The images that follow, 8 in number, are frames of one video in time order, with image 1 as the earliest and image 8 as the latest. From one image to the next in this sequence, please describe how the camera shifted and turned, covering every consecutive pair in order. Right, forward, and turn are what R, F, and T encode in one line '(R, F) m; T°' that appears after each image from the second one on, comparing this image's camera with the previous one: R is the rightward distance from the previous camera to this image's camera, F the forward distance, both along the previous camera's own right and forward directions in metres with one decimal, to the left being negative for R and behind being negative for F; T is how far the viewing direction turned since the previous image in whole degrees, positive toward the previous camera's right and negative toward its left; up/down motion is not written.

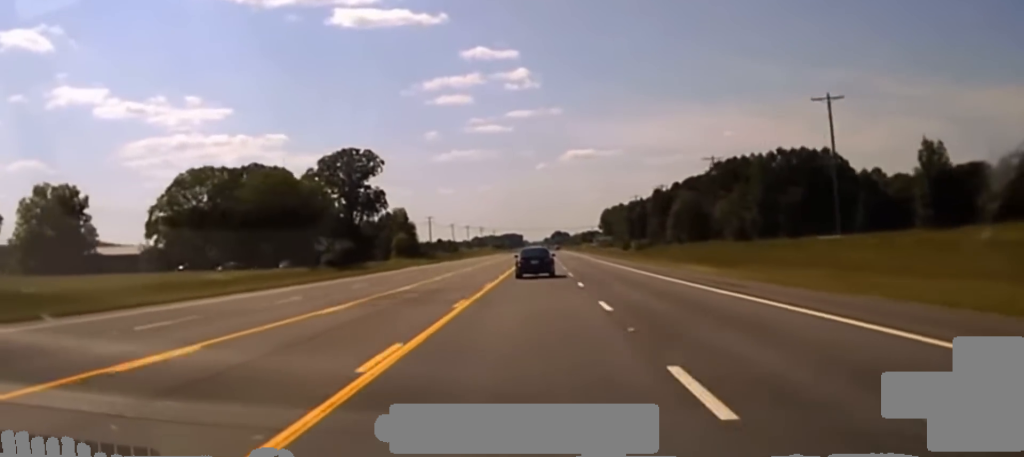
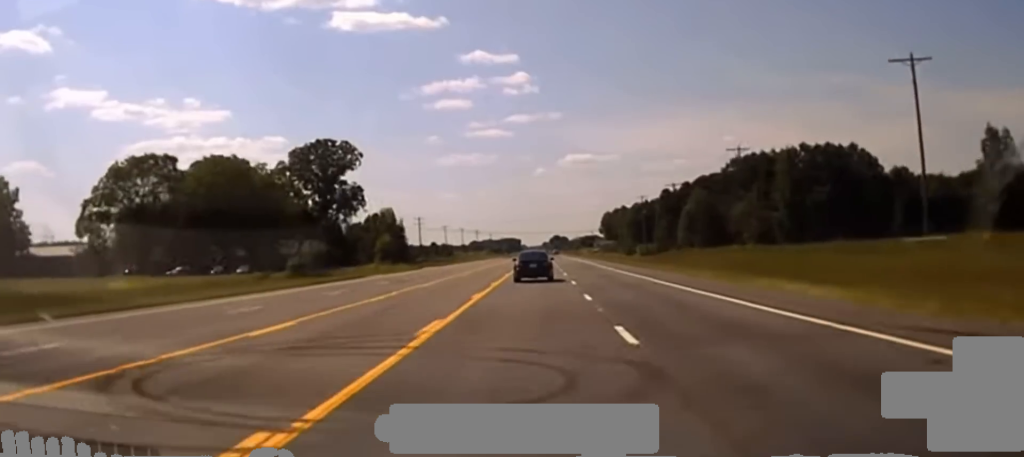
(0.0, +20.3) m; 0°
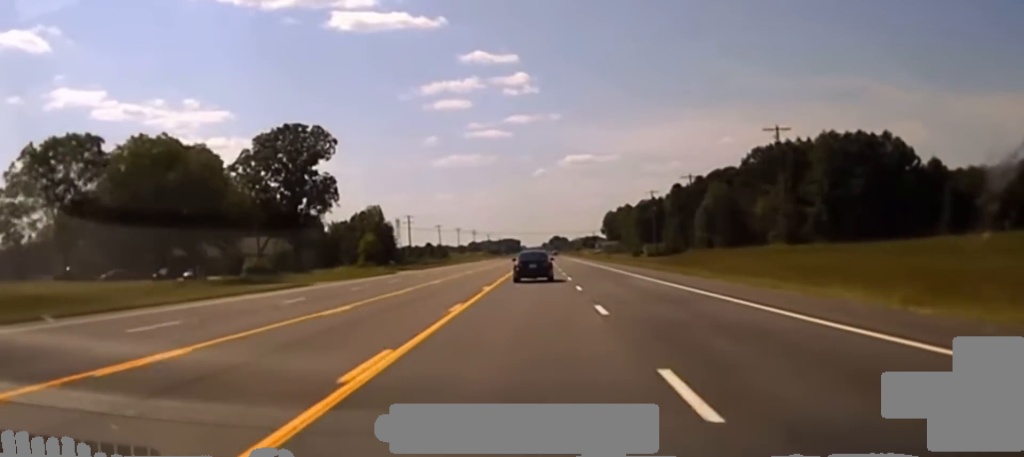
(-0.2, +19.6) m; 0°
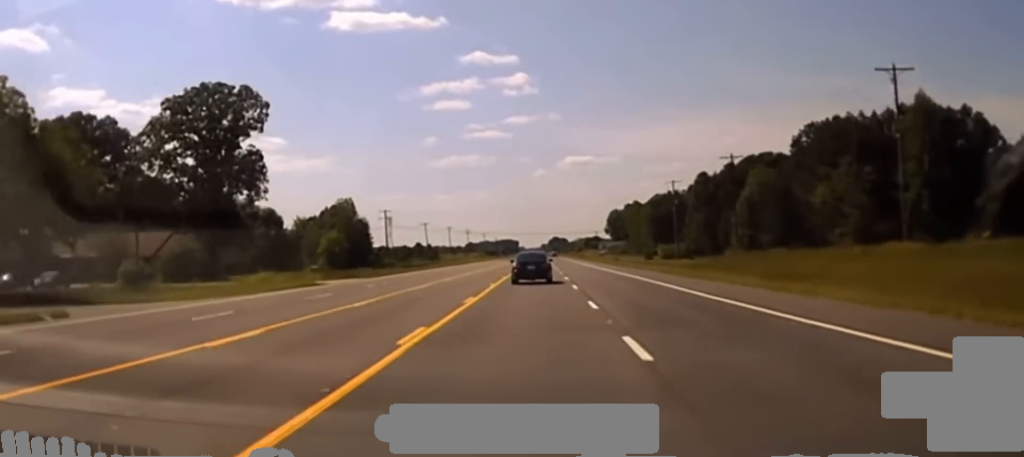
(+0.1, +32.6) m; 0°
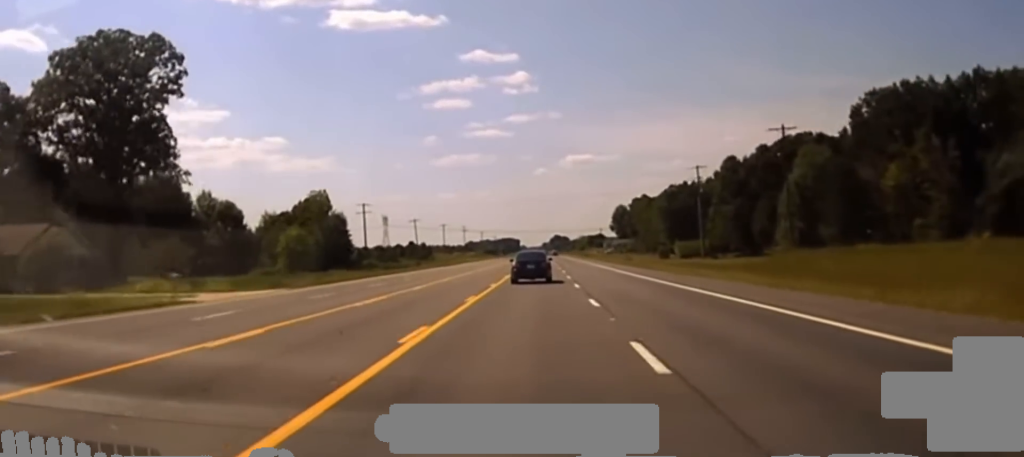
(+0.1, +23.2) m; 0°
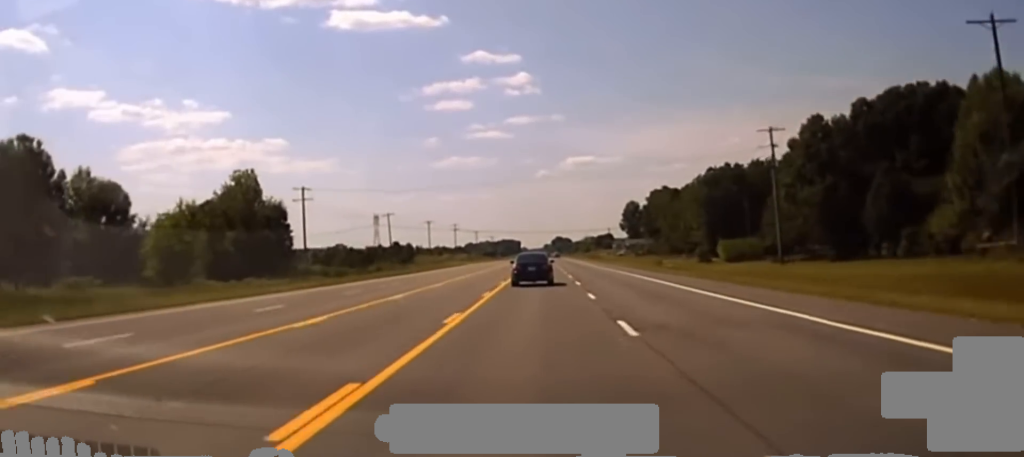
(+0.1, +39.0) m; 0°
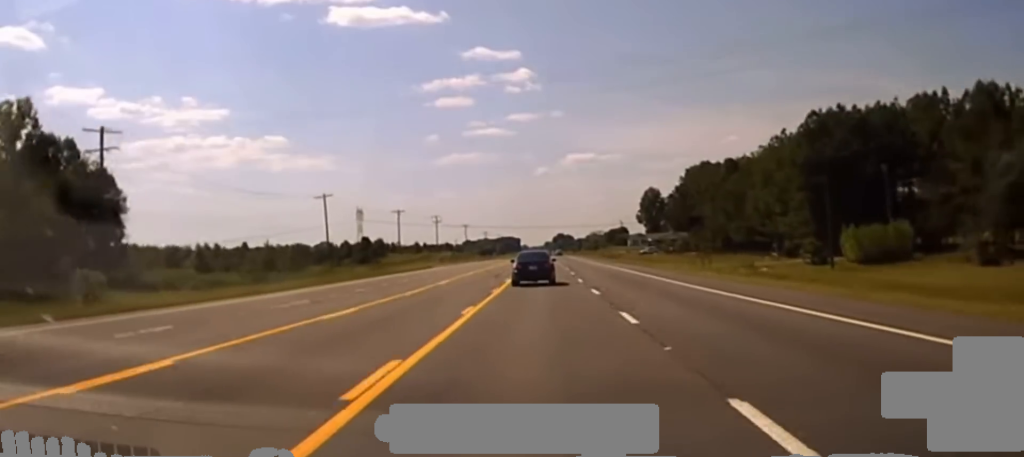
(-0.2, +51.1) m; -1°
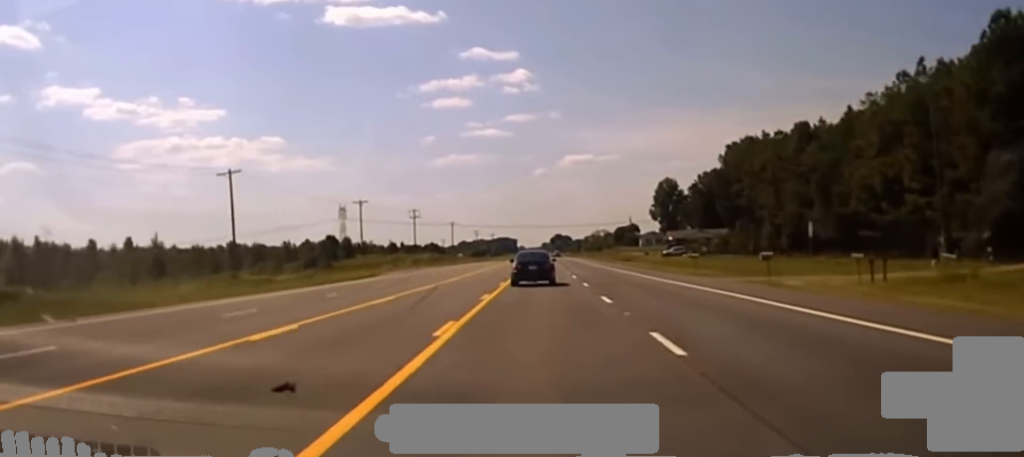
(-0.3, +43.1) m; 0°
